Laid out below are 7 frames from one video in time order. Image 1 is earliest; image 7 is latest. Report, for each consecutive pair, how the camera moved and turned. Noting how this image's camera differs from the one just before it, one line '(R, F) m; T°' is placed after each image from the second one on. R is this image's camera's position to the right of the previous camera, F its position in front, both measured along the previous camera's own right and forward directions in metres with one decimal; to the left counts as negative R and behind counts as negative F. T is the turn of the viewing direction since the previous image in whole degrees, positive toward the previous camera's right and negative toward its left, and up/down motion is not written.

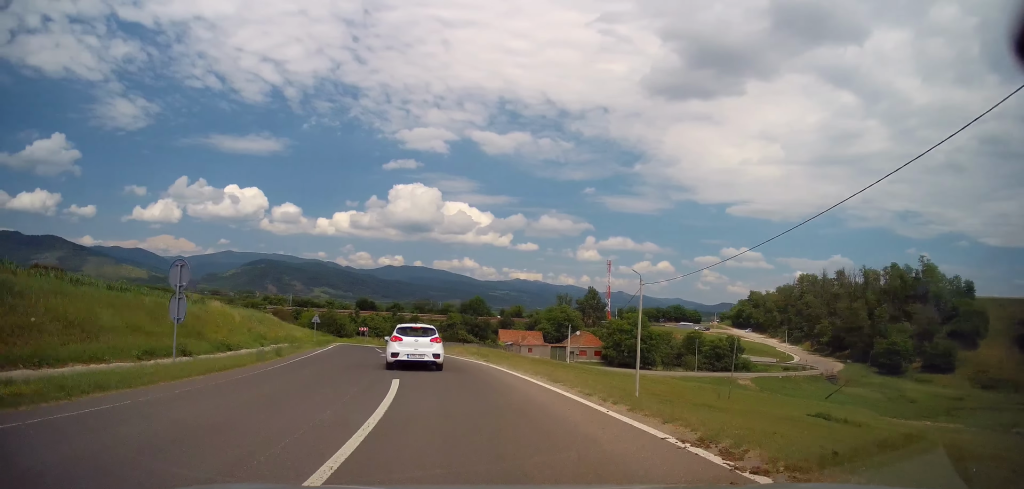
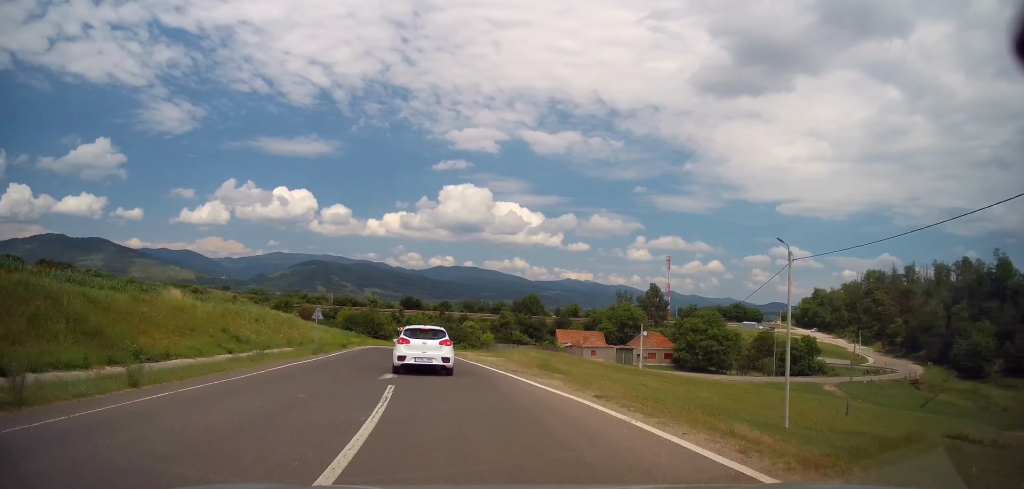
(-0.8, +13.5) m; -6°
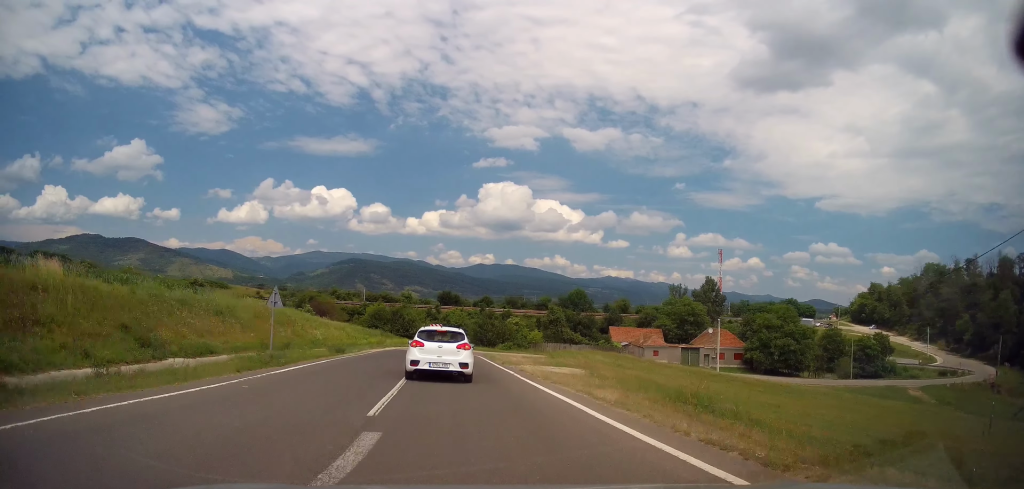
(-0.6, +12.9) m; -4°
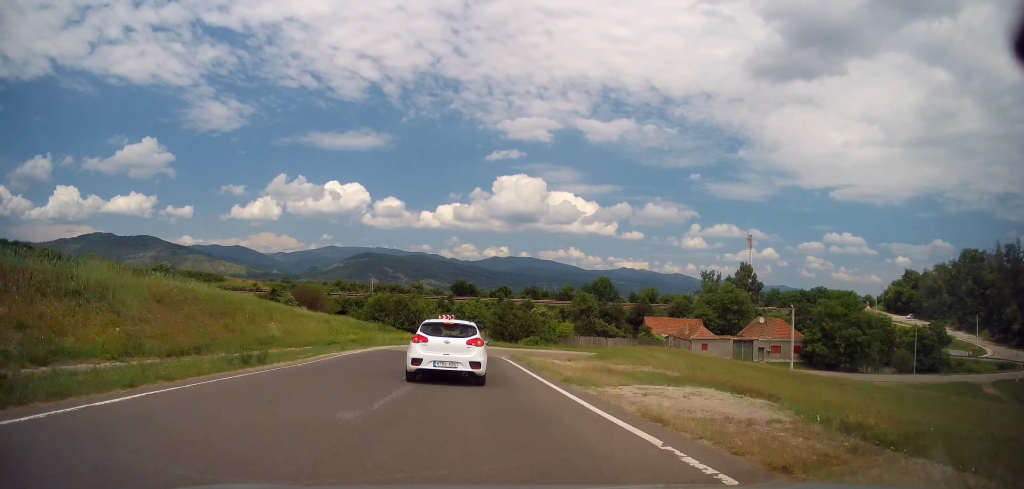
(-0.2, +12.7) m; -1°
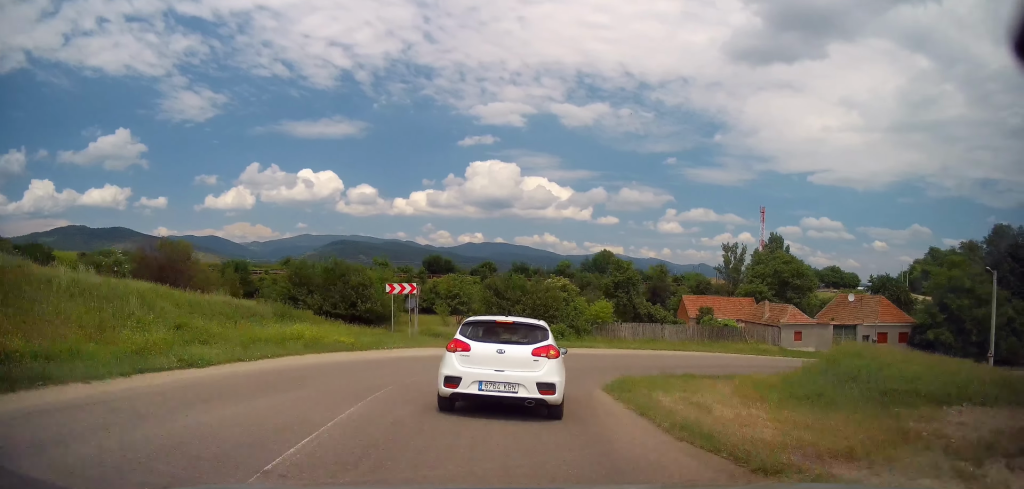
(-0.7, +28.2) m; 0°
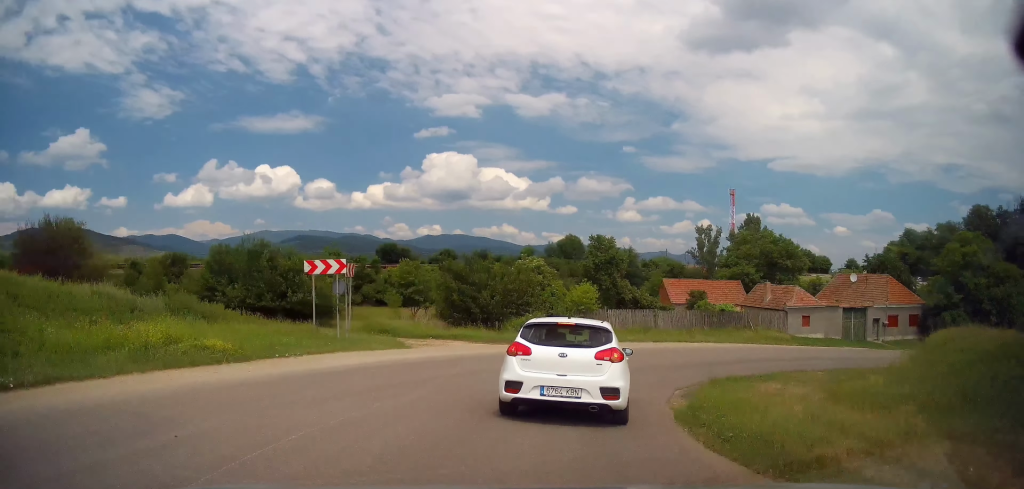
(+0.3, +8.6) m; +5°
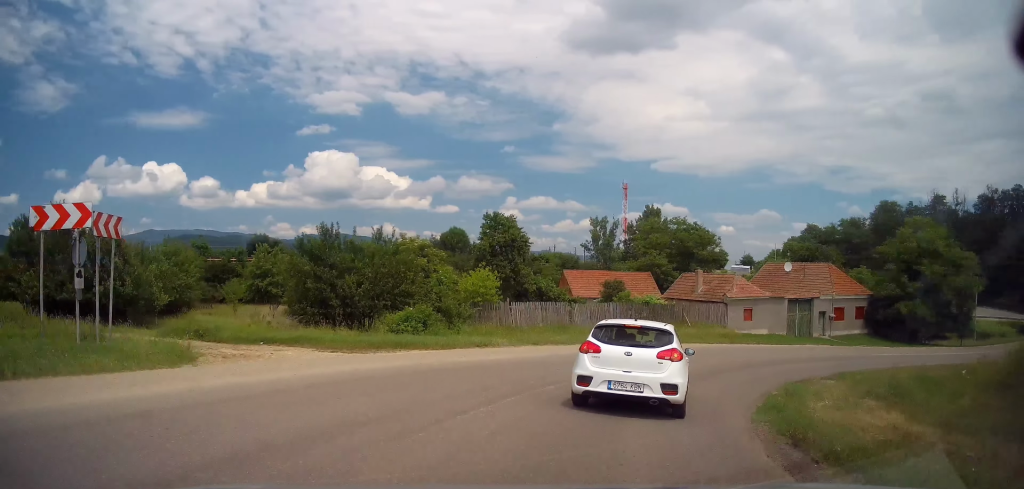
(+0.7, +10.0) m; +13°
